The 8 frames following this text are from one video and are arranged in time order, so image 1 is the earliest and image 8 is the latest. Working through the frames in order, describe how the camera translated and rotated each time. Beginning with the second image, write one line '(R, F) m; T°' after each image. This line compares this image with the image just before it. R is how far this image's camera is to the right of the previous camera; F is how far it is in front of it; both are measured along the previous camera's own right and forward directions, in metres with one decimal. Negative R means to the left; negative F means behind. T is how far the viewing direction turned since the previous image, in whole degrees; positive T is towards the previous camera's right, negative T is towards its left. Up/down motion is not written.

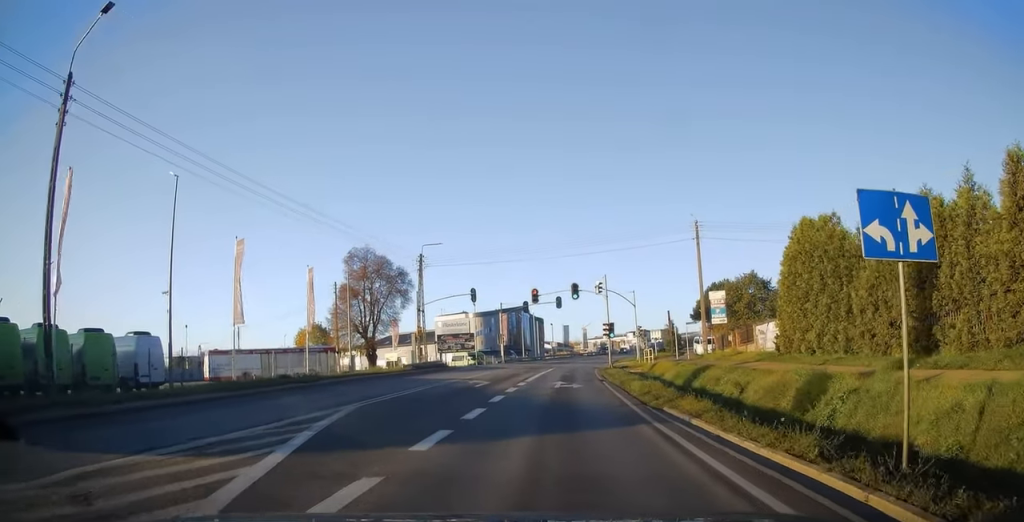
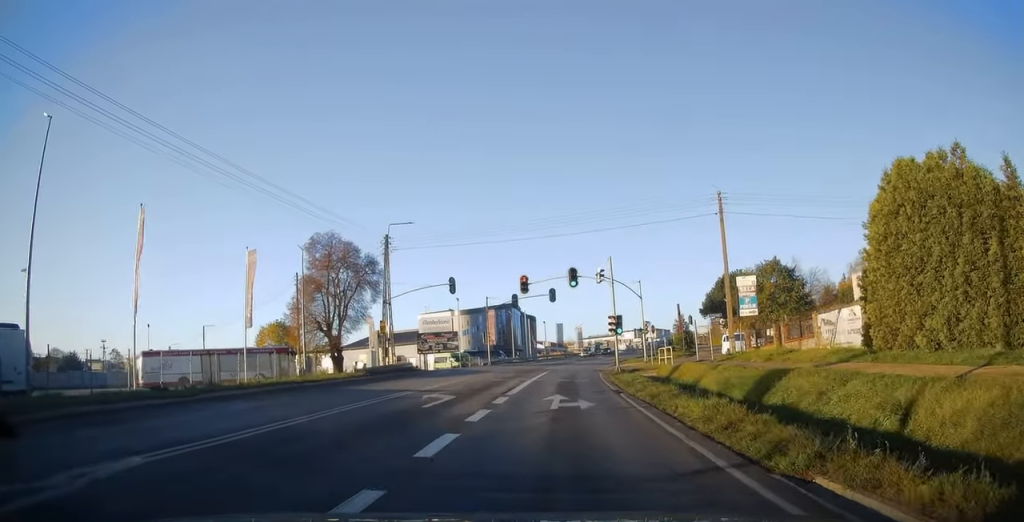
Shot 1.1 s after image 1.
(+0.4, +9.0) m; +1°
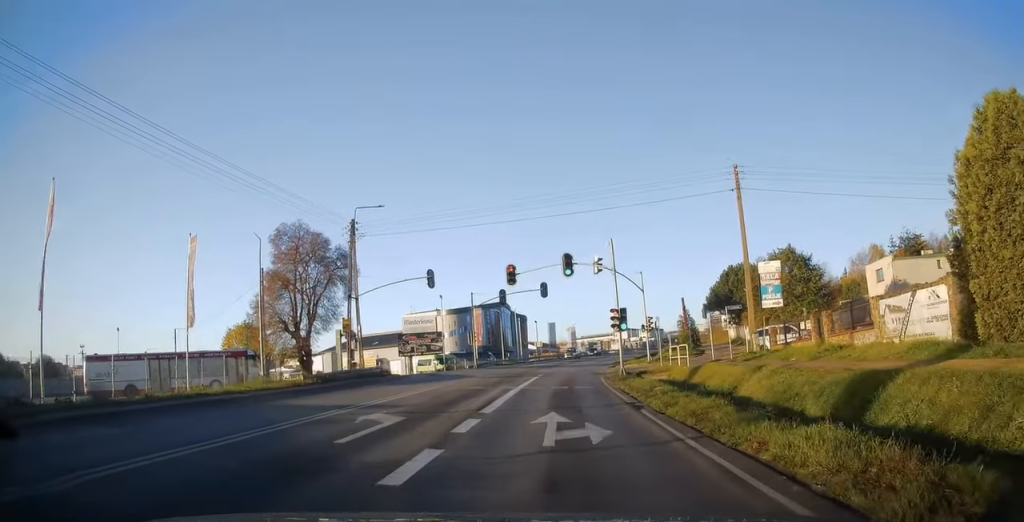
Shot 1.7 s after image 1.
(0.0, +5.7) m; 0°
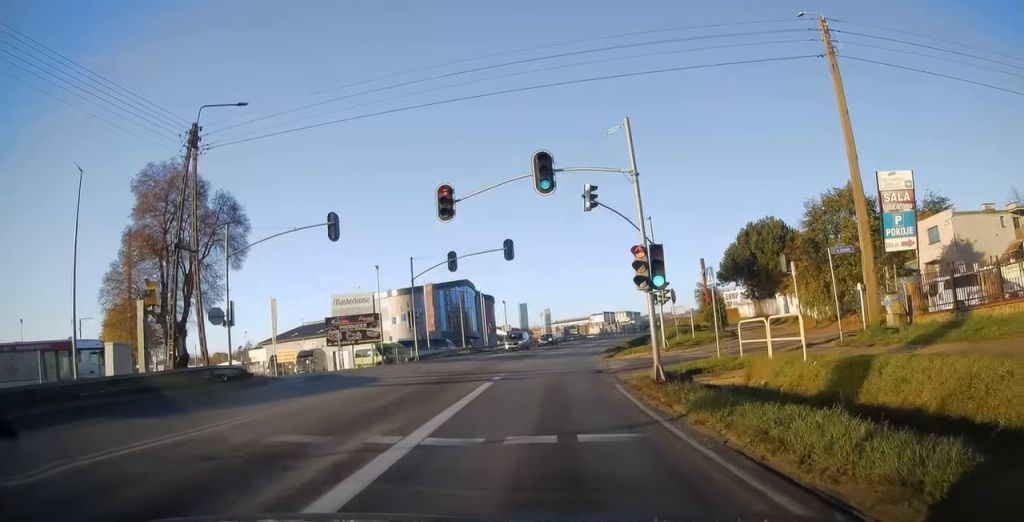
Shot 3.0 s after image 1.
(0.0, +15.2) m; +2°
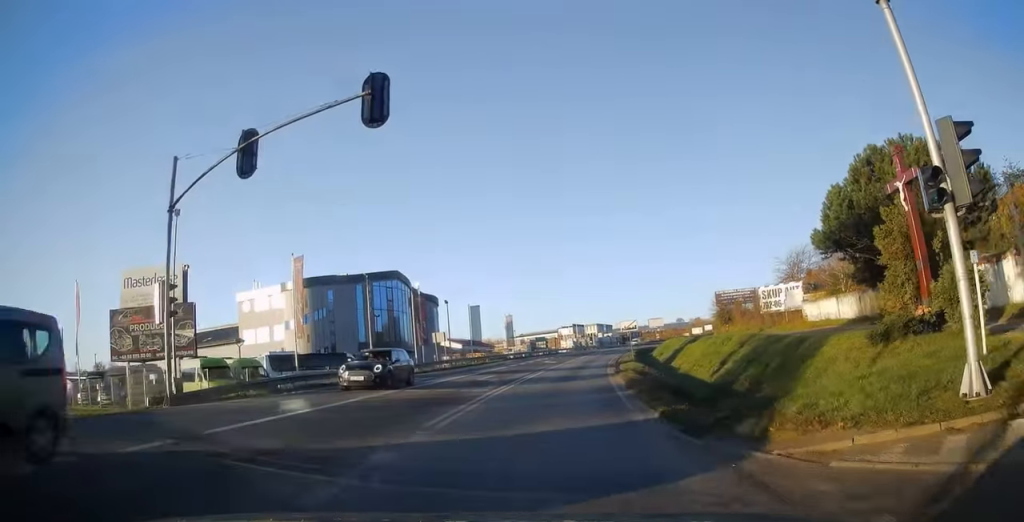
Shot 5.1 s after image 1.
(+1.0, +26.2) m; +3°
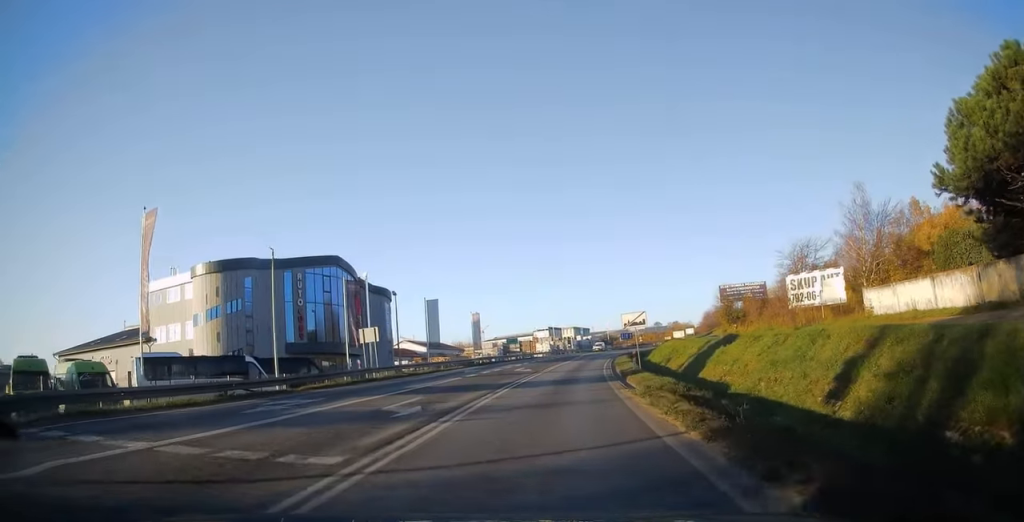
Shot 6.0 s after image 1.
(+0.1, +12.9) m; +2°
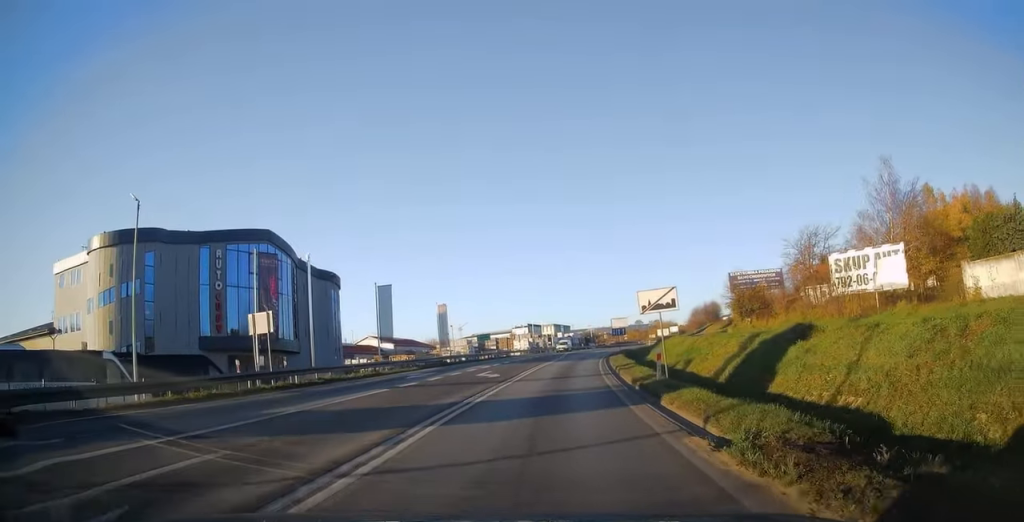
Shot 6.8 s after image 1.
(+0.2, +10.9) m; +2°
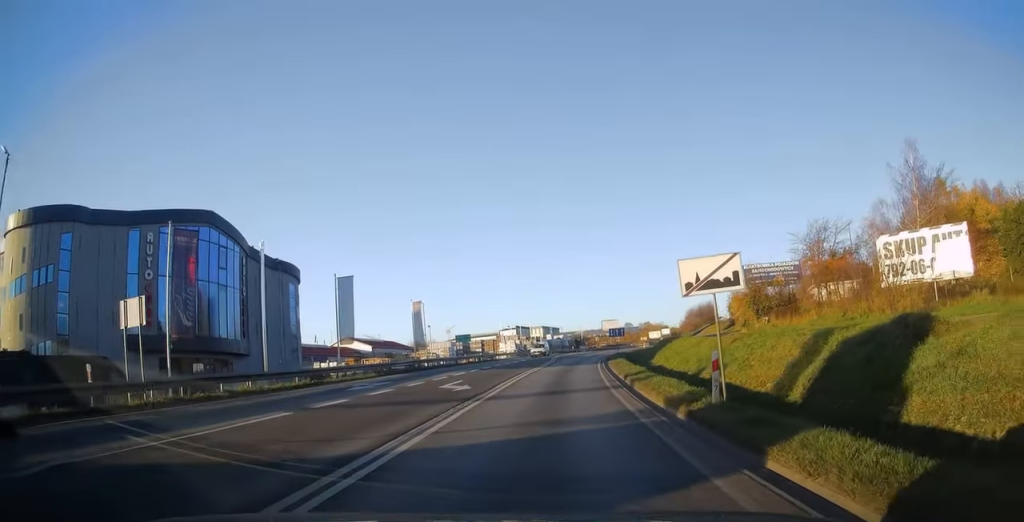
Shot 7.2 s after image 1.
(+0.2, +7.2) m; +1°
